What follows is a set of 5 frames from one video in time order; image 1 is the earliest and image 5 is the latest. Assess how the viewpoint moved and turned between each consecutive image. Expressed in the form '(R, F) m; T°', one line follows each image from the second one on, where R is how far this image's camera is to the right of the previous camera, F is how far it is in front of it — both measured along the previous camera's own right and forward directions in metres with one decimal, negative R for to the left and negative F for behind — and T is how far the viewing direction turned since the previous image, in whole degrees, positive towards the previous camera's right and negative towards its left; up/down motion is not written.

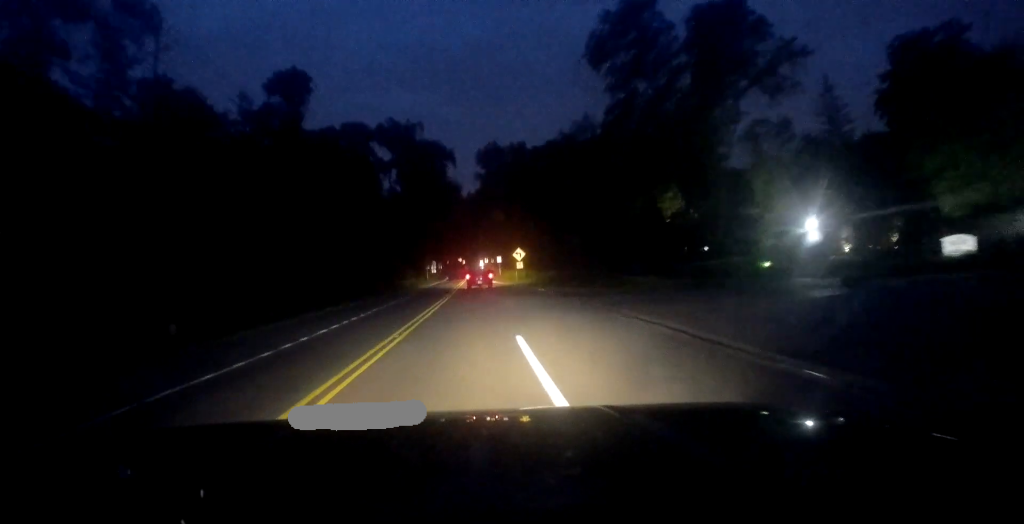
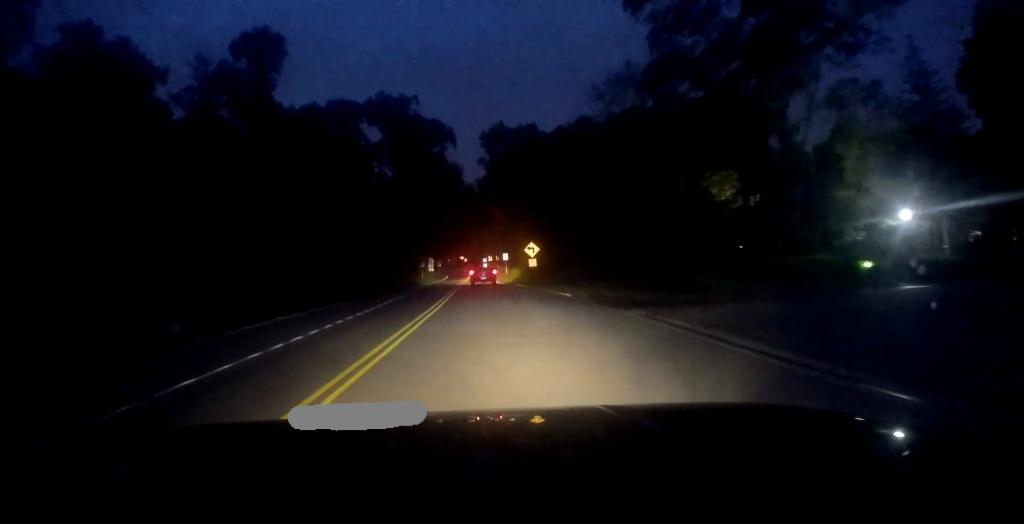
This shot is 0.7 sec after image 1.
(-0.4, +10.7) m; 0°
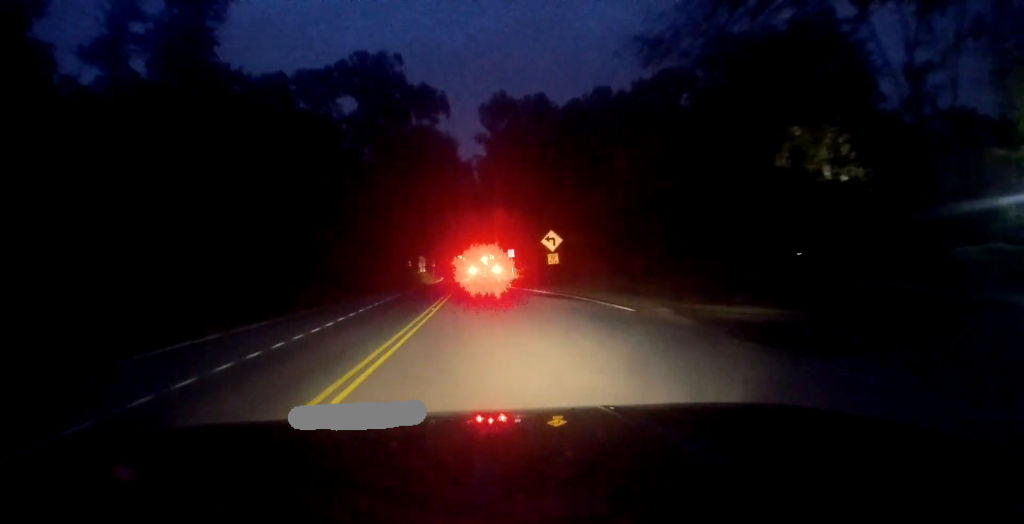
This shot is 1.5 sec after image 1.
(+0.3, +12.5) m; +1°
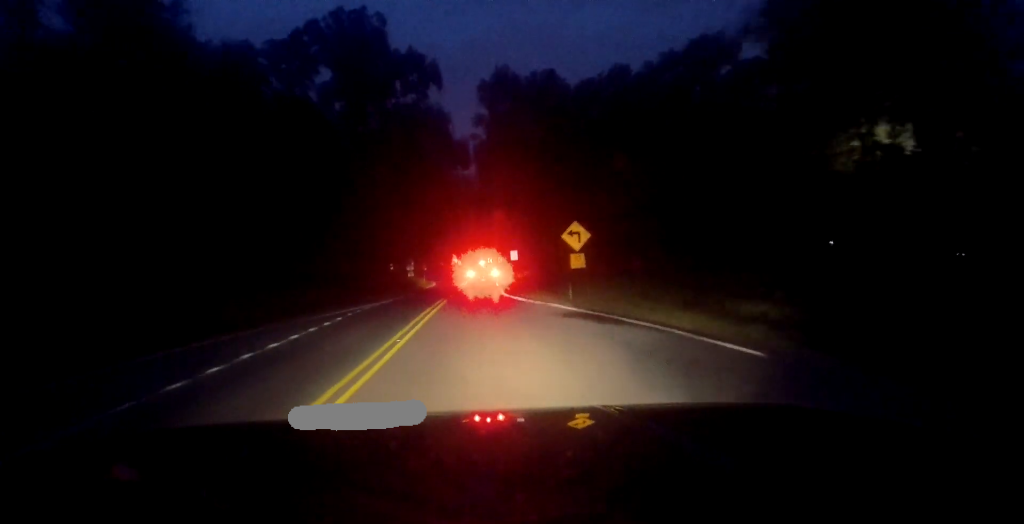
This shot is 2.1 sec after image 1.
(+0.1, +8.8) m; 0°
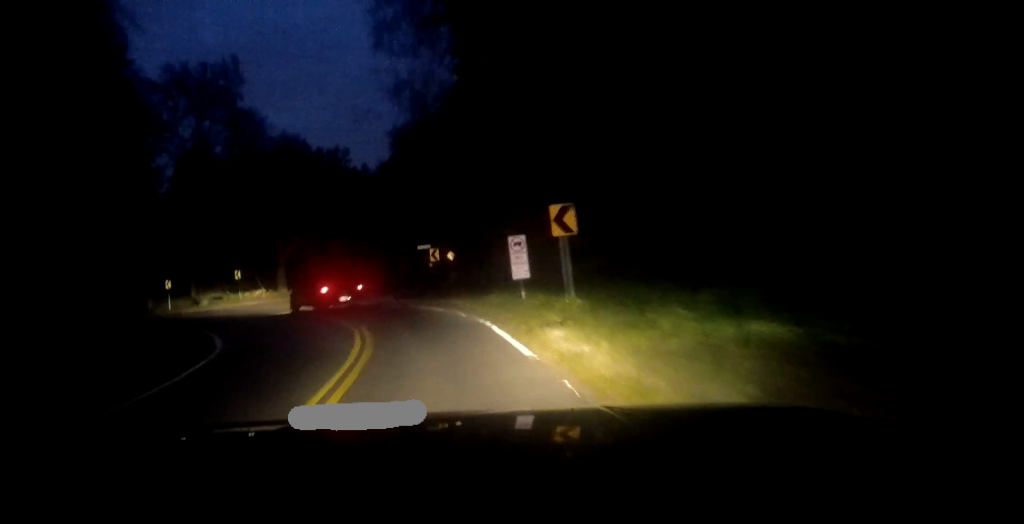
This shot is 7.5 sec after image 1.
(0.0, +79.1) m; 0°
